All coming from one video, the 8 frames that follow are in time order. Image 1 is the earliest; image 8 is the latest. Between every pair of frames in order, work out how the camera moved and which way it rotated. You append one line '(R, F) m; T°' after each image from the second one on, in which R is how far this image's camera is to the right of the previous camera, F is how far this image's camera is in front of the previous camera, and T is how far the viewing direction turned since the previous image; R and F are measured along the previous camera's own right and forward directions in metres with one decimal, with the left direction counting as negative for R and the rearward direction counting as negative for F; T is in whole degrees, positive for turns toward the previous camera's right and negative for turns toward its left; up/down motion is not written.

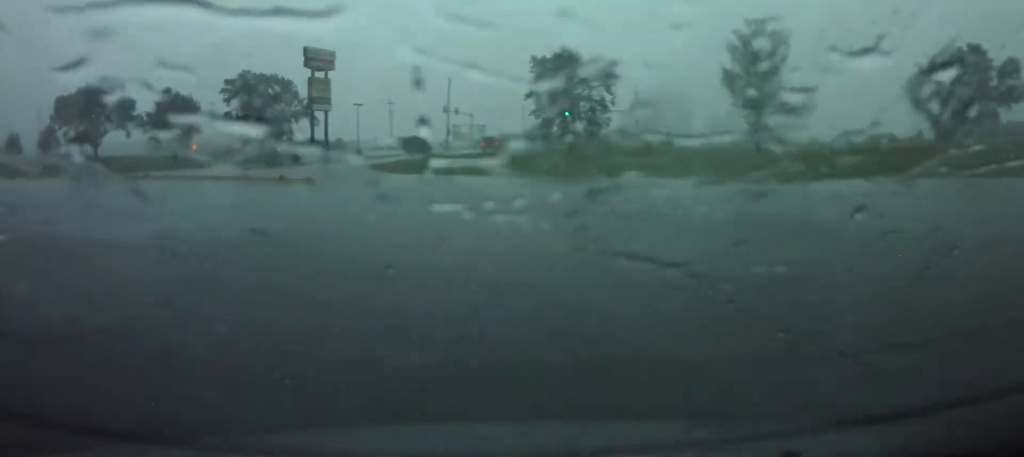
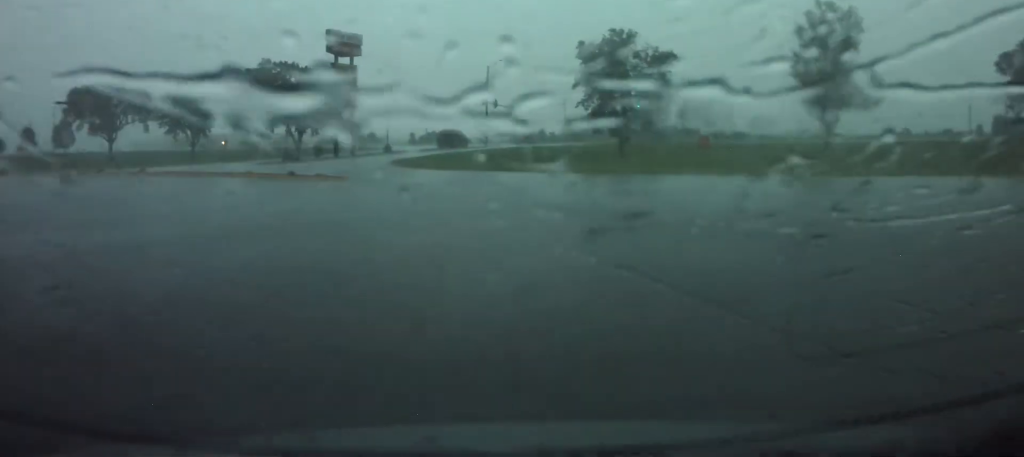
(-0.1, +7.5) m; -2°
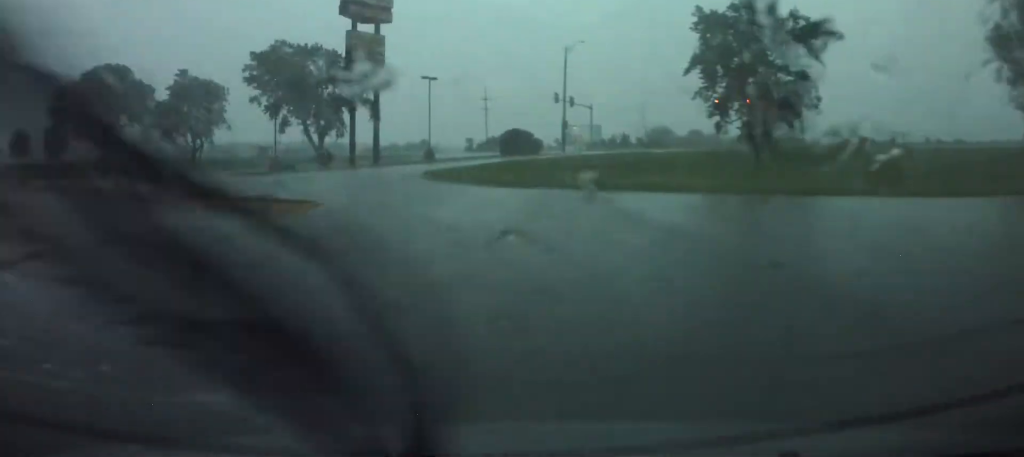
(-0.7, +22.2) m; -5°
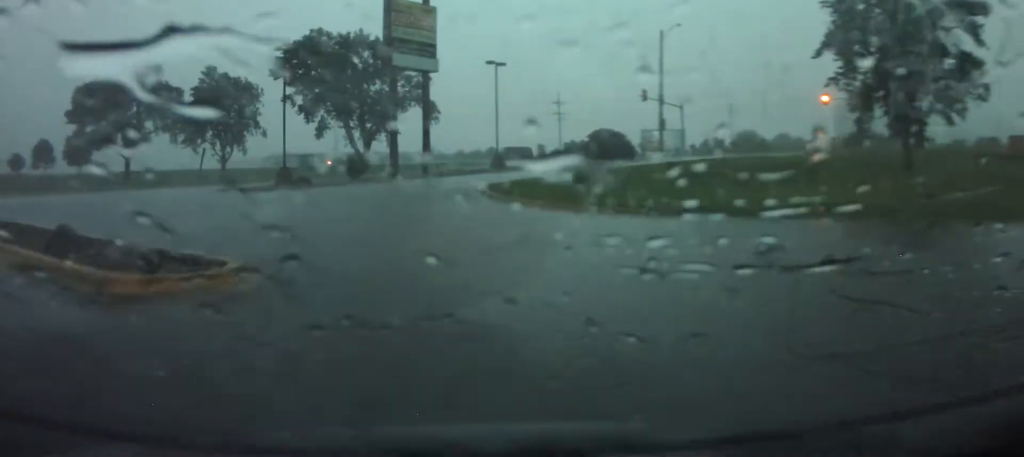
(-0.8, +13.0) m; -5°
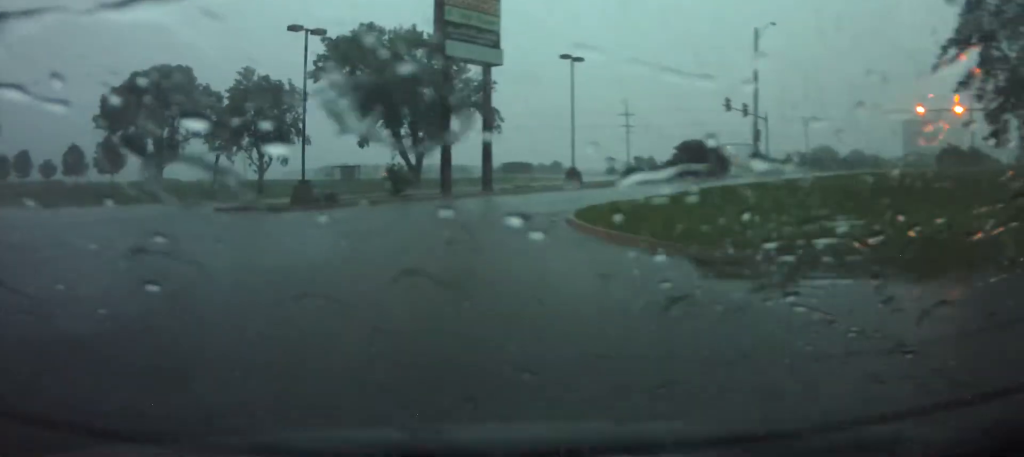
(-0.2, +7.7) m; -1°
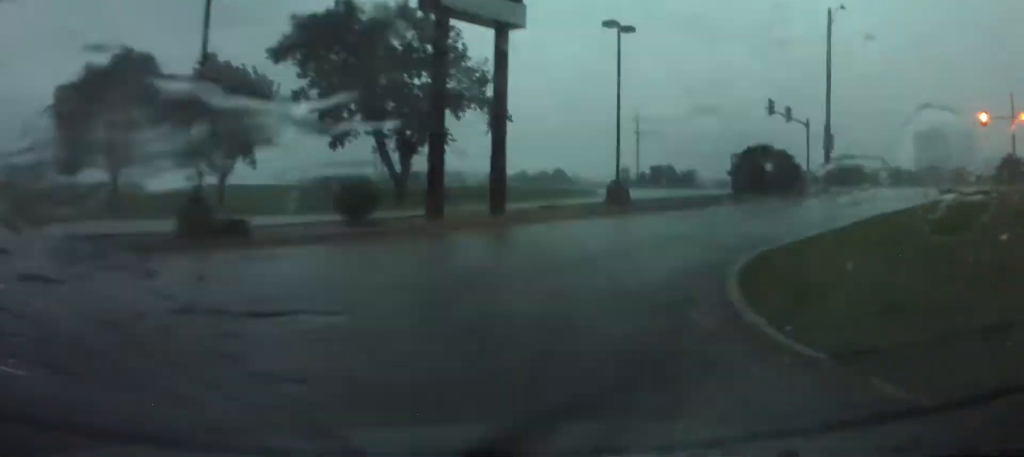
(0.0, +10.8) m; +3°
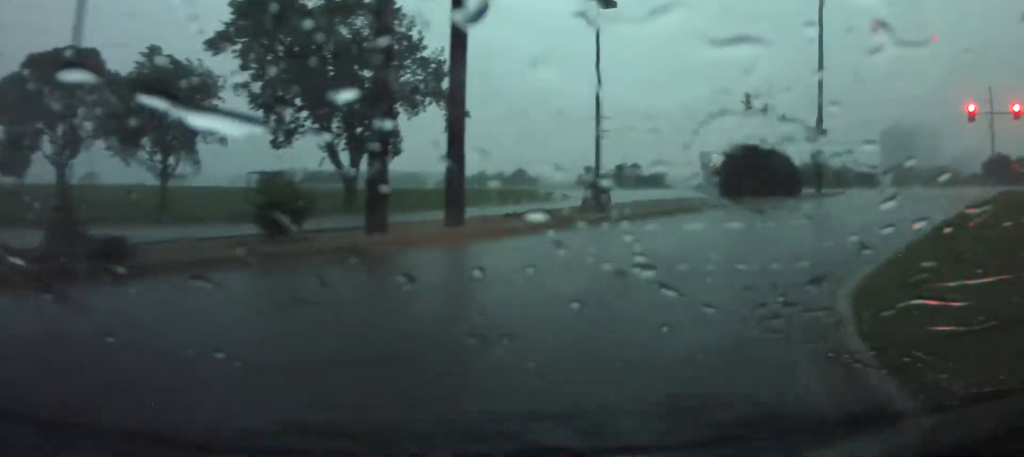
(-0.2, +4.0) m; +5°
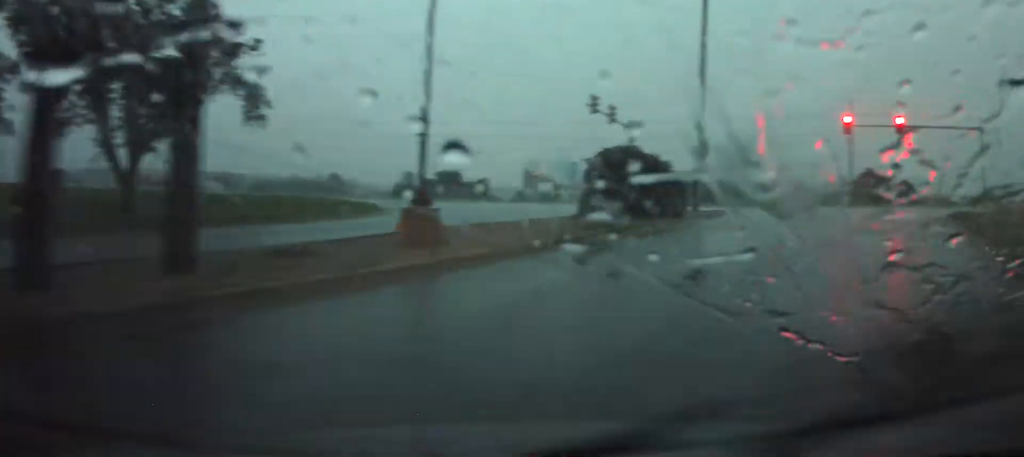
(+1.0, +7.3) m; +11°
